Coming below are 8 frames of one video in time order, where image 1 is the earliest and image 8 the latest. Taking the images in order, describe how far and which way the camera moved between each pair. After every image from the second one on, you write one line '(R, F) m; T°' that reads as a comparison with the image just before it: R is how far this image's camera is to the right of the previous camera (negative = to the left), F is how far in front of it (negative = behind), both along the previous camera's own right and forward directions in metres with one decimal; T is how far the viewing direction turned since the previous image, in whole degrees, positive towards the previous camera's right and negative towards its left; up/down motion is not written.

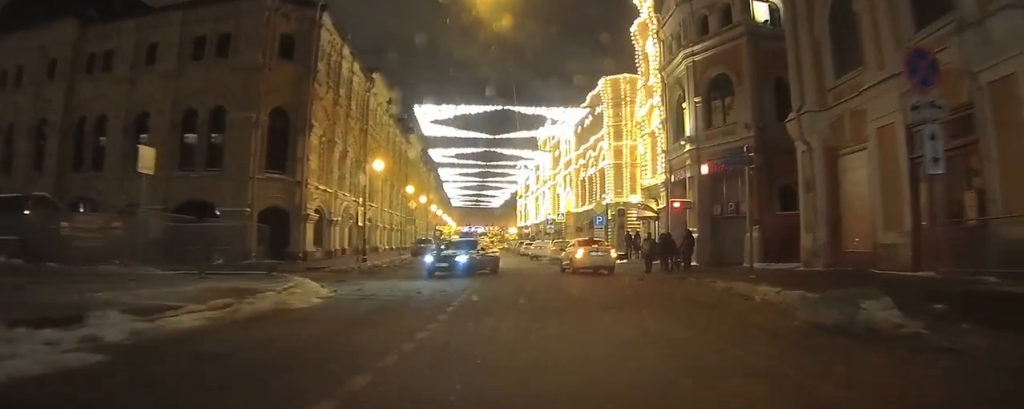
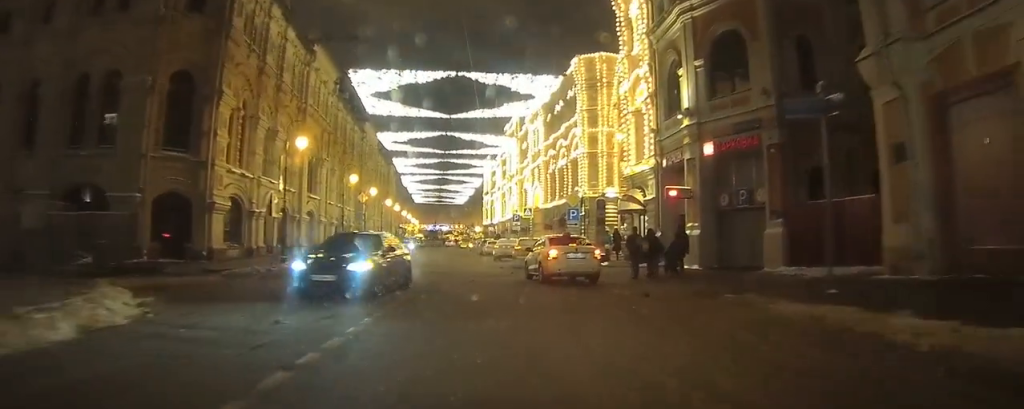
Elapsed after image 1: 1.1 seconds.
(0.0, +6.4) m; -1°
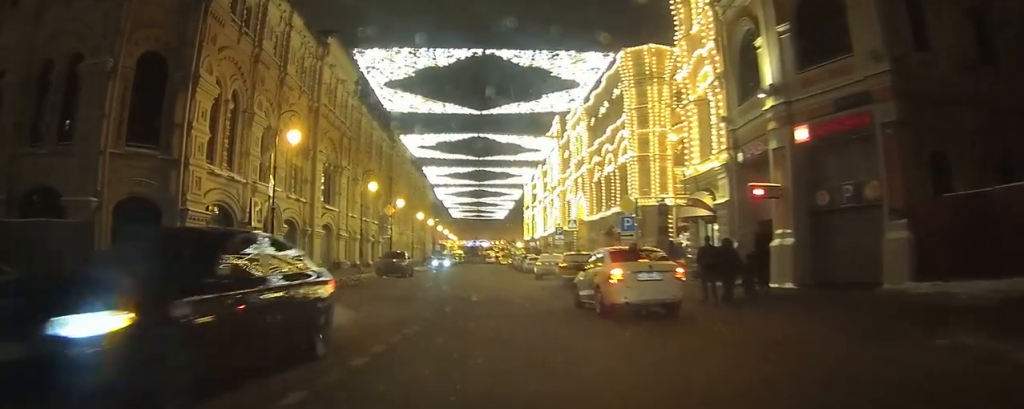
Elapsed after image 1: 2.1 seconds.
(0.0, +5.2) m; -5°
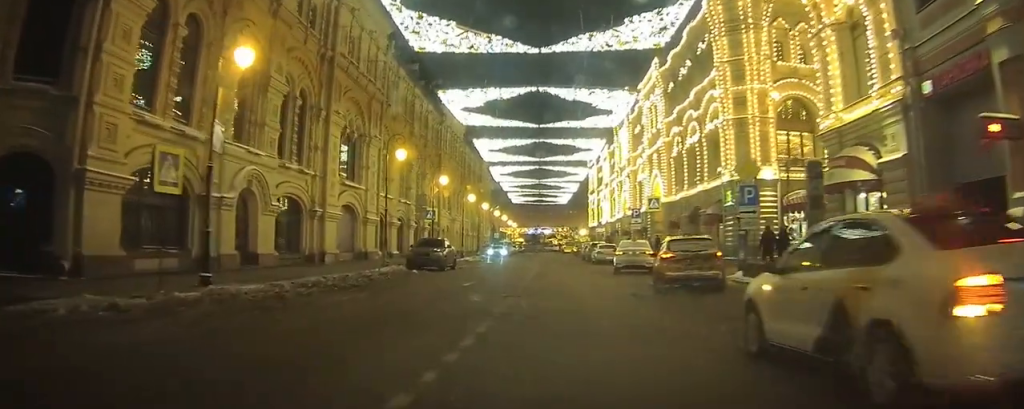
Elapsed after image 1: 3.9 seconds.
(-1.0, +8.4) m; -7°
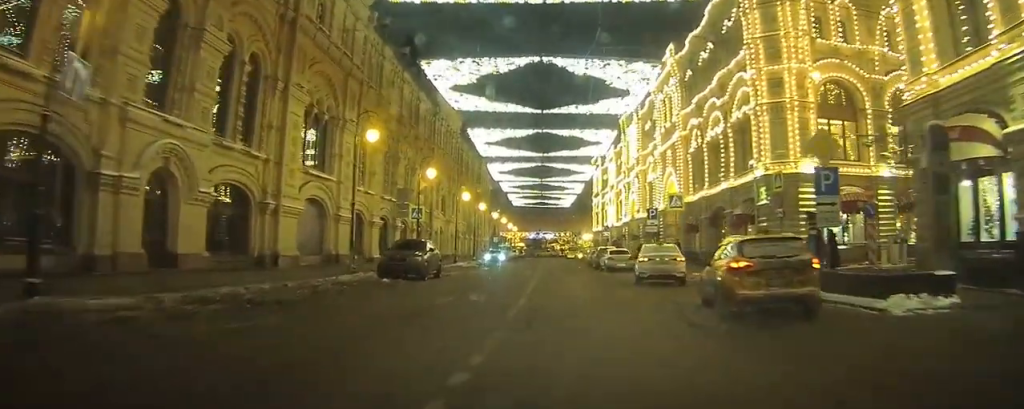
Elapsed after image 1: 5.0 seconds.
(+0.2, +5.2) m; +4°
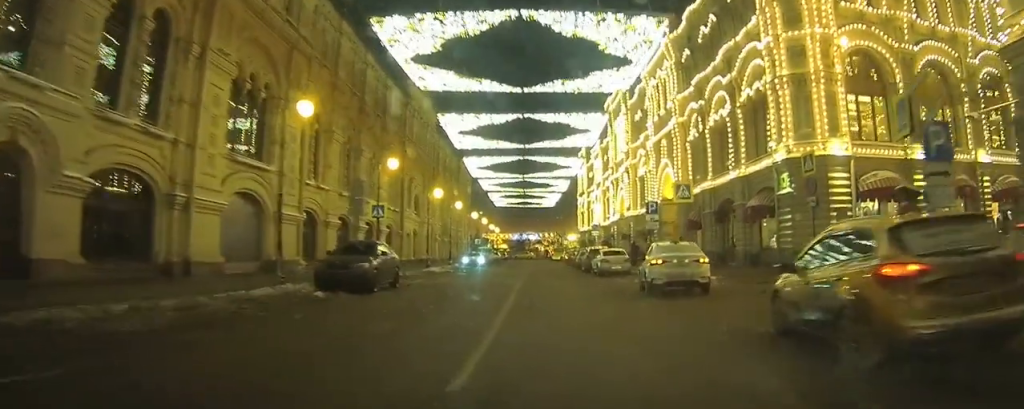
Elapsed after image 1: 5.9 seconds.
(0.0, +4.6) m; +2°
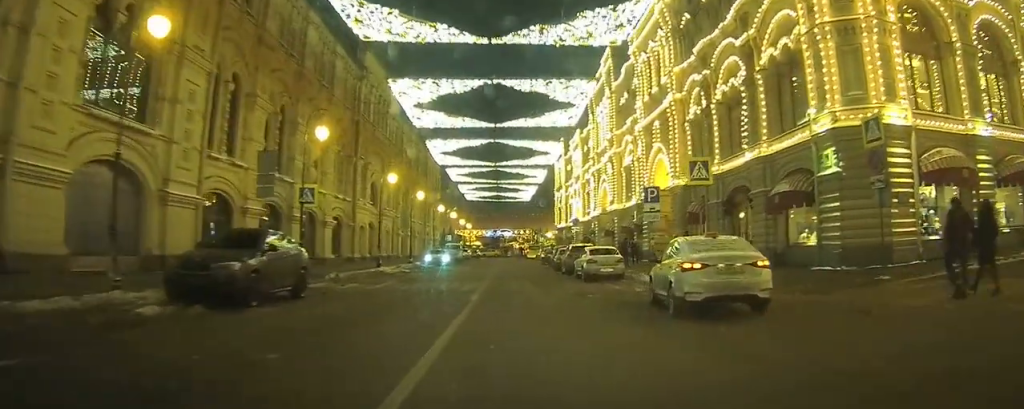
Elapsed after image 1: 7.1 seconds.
(+0.2, +6.1) m; +1°
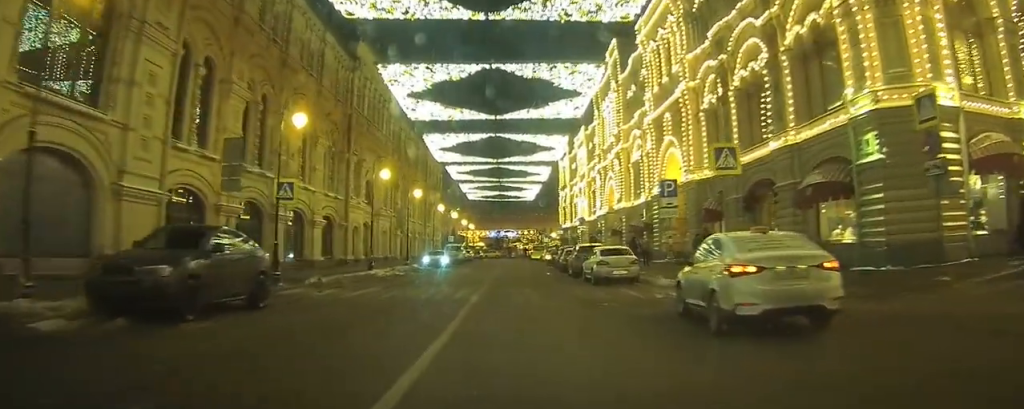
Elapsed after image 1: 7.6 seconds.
(0.0, +2.5) m; -1°
